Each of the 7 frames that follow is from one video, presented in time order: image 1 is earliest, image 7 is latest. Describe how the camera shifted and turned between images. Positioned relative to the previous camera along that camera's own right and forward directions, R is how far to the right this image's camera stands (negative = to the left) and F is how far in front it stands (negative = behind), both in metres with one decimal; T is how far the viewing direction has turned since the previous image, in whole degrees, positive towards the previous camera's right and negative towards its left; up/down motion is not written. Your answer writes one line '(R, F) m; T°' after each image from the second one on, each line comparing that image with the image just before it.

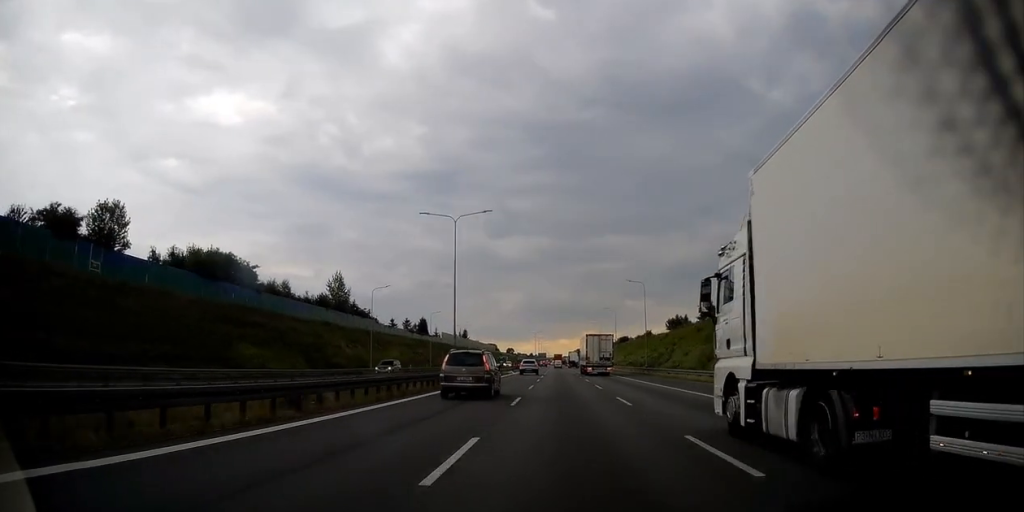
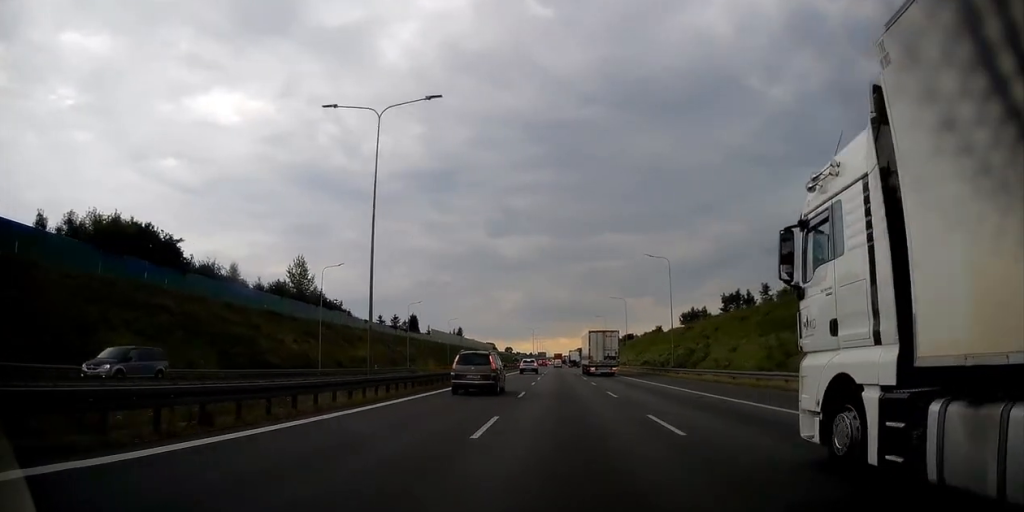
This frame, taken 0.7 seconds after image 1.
(-0.2, +19.3) m; -1°
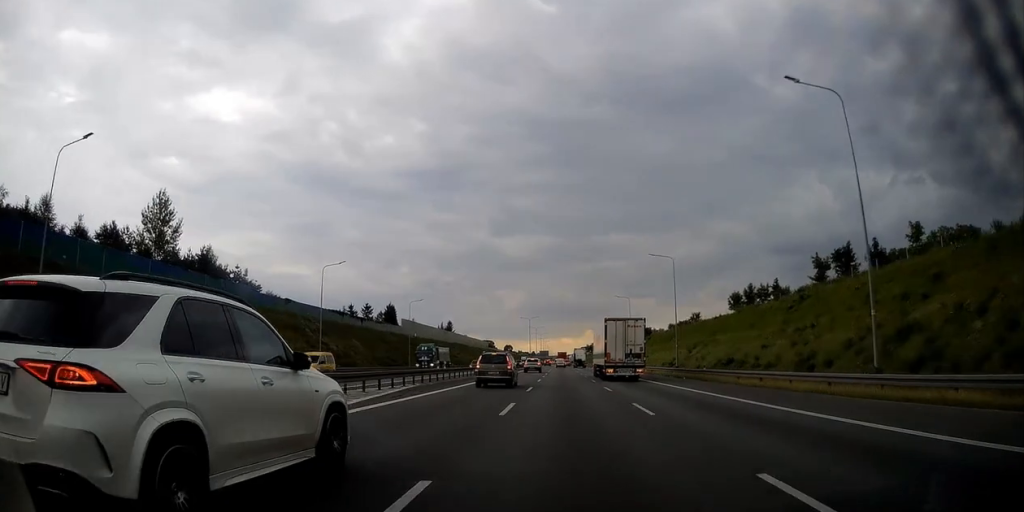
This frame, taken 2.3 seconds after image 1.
(-0.4, +44.1) m; -1°
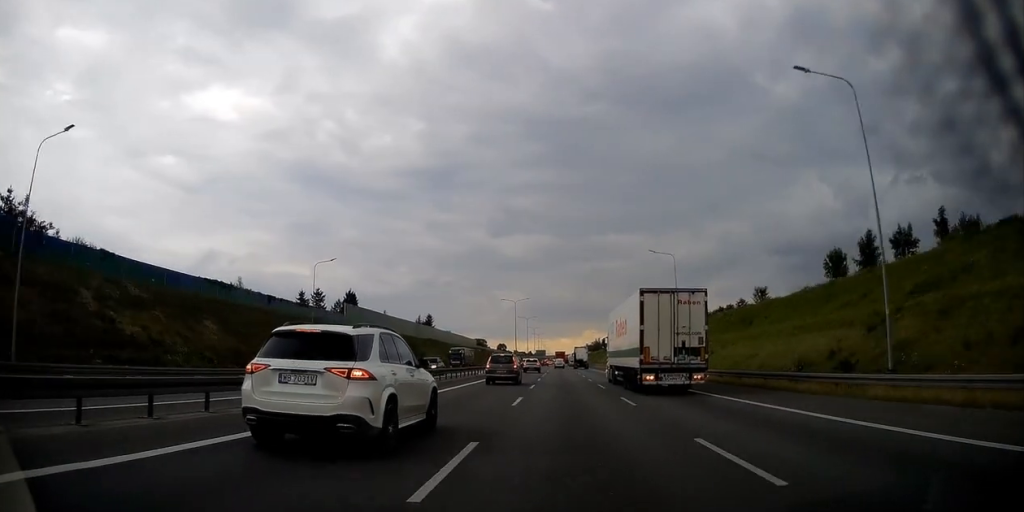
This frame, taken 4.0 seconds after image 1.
(+0.4, +44.4) m; +1°
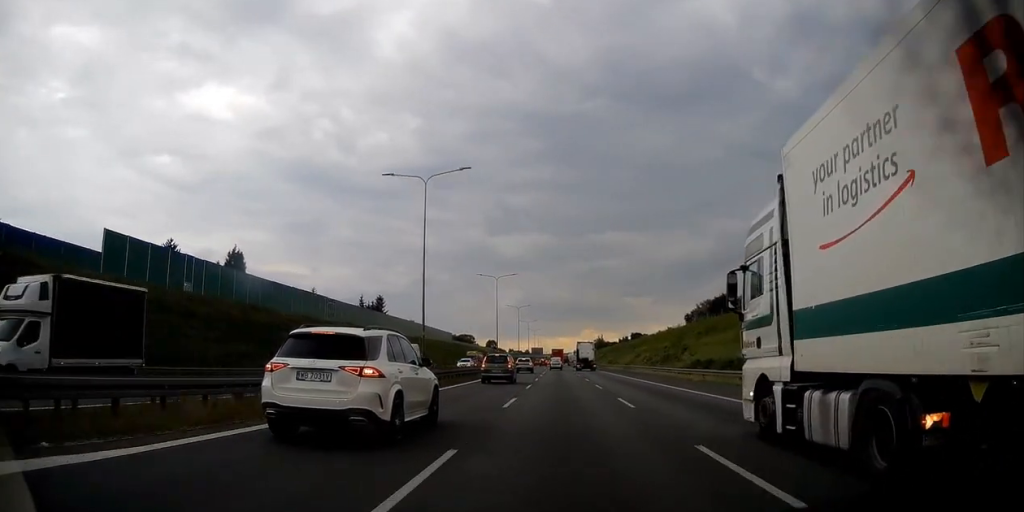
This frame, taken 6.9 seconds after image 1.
(-0.3, +70.7) m; 0°
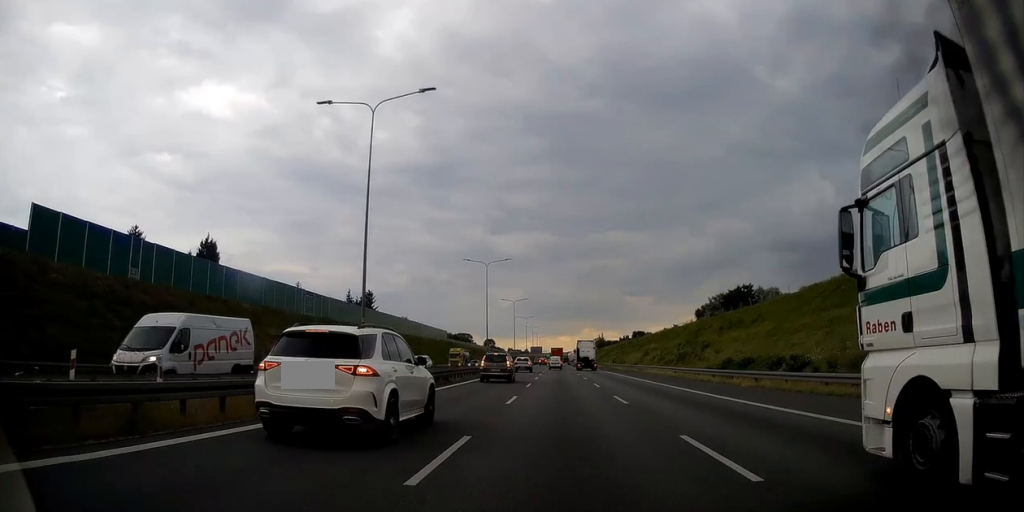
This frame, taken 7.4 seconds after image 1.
(-0.2, +10.5) m; 0°
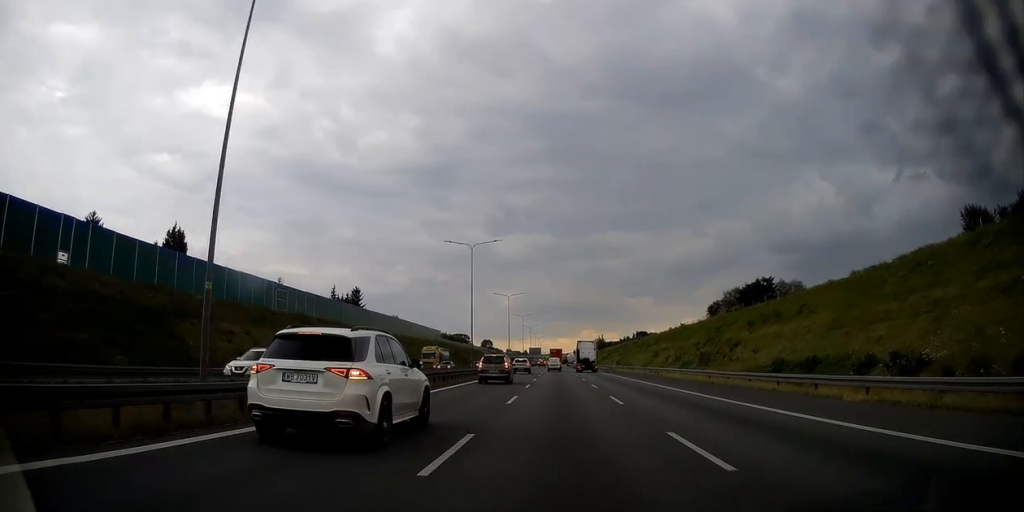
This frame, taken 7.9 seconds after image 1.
(-0.1, +11.2) m; 0°
